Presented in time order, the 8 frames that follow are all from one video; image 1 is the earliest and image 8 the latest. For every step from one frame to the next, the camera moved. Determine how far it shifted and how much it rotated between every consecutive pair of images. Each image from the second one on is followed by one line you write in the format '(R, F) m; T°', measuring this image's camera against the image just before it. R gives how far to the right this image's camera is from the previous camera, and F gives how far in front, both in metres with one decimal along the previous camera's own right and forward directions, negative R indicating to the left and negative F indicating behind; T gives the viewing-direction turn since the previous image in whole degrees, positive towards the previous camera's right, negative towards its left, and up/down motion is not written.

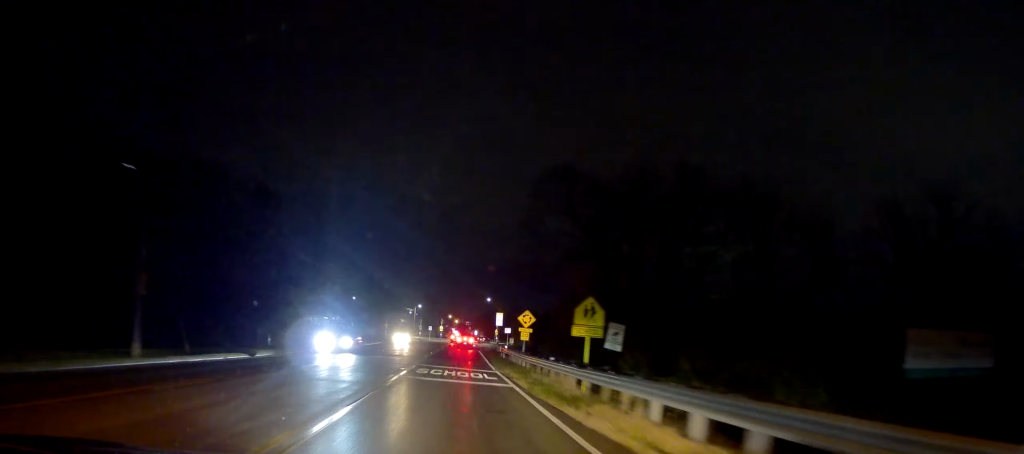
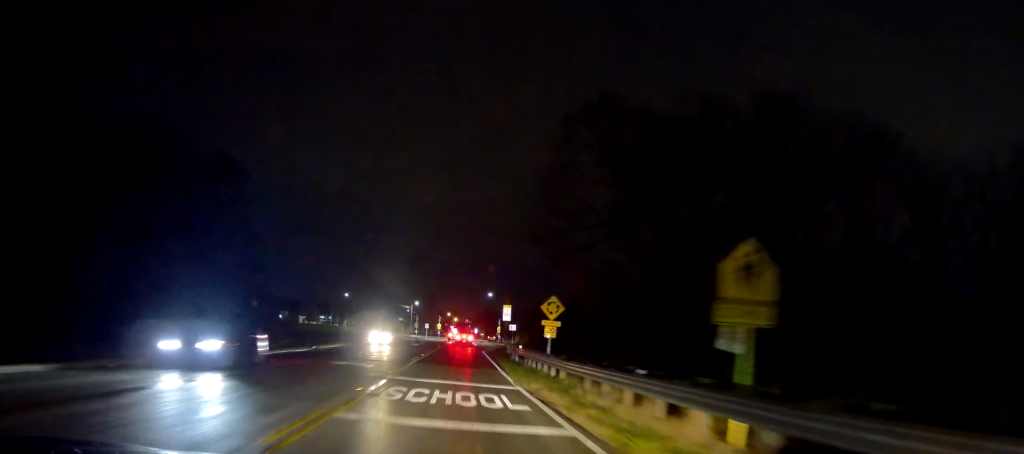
(-0.1, +9.9) m; -1°
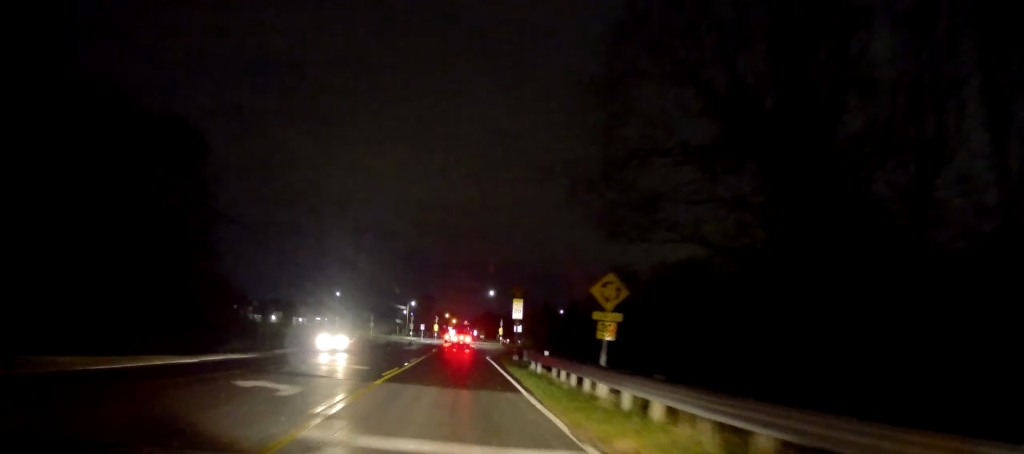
(0.0, +9.7) m; 0°
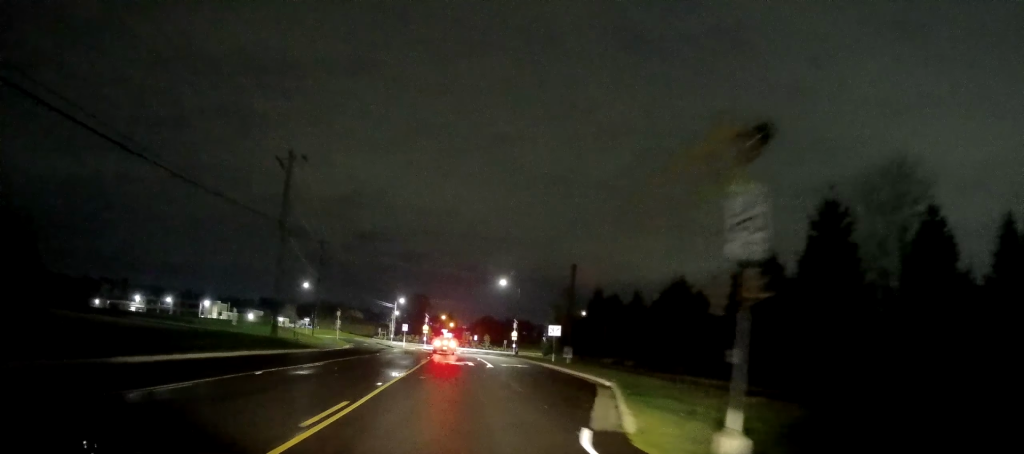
(0.0, +31.0) m; 0°
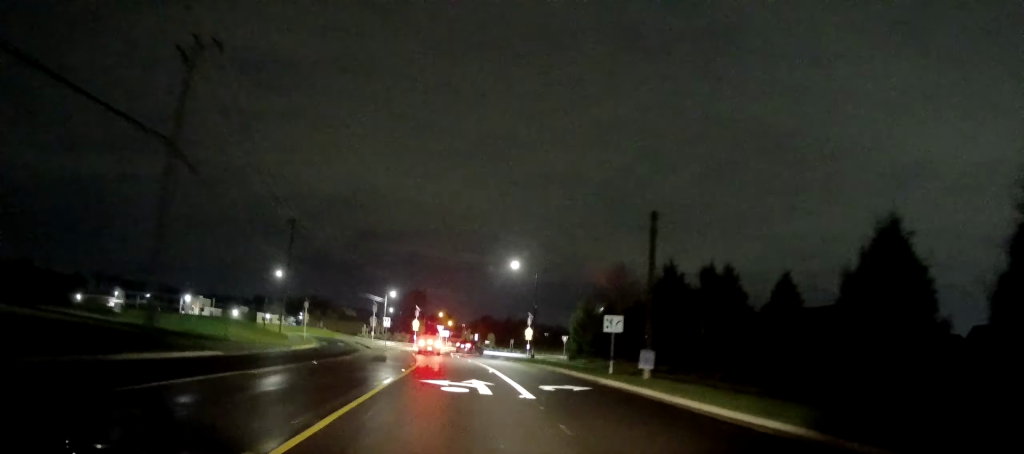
(+0.1, +18.5) m; +1°
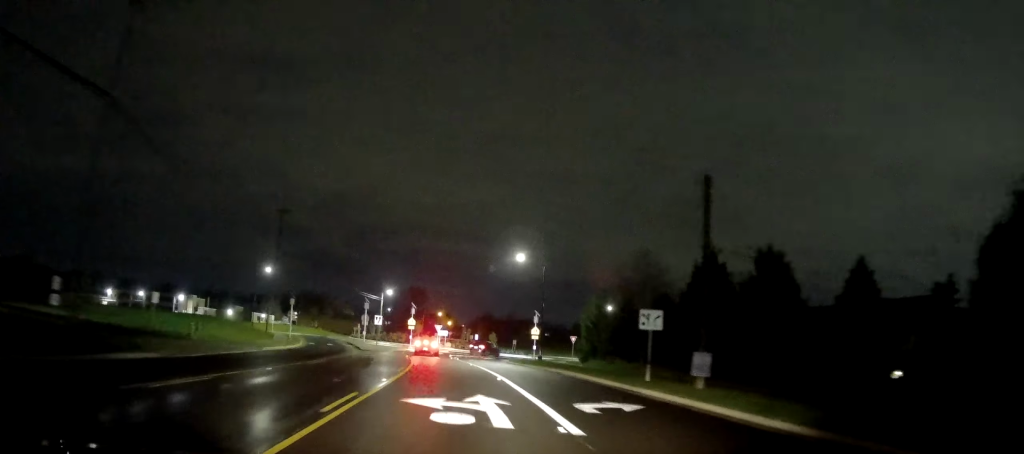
(0.0, +5.9) m; -1°
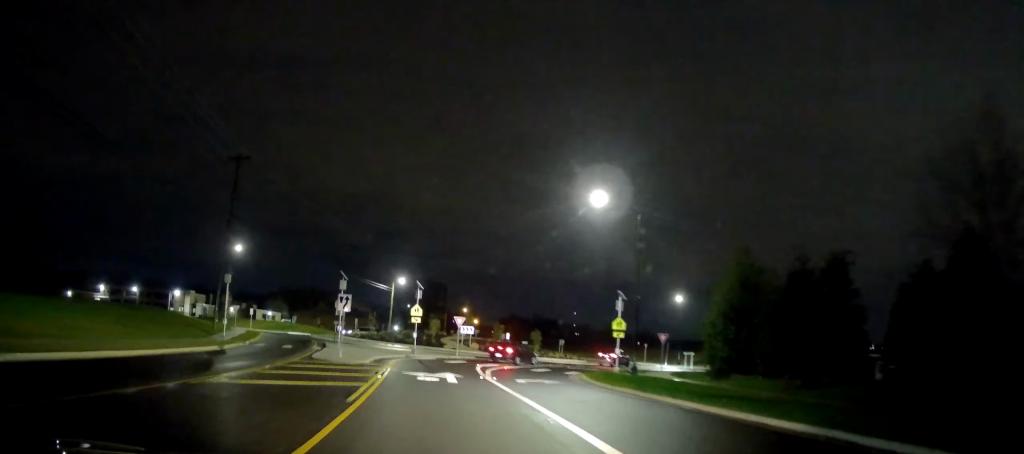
(-0.5, +24.6) m; -1°
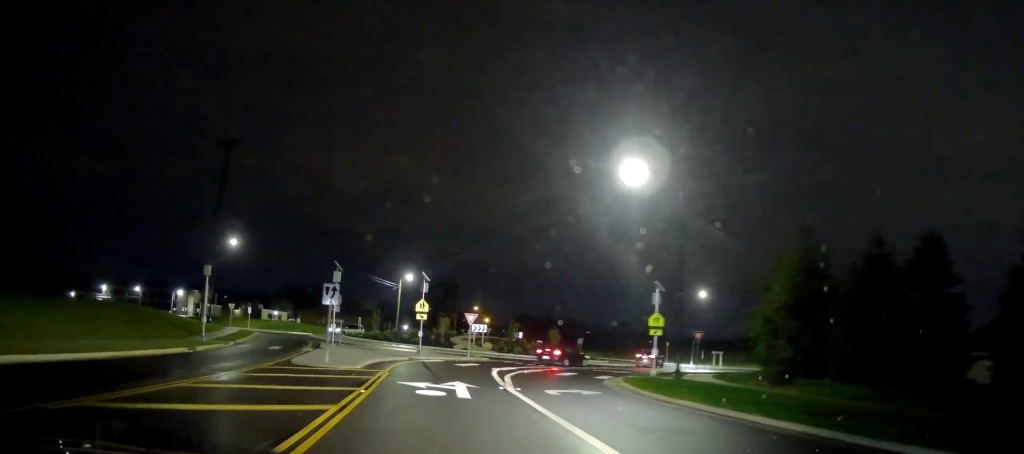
(+0.3, +5.4) m; -1°
